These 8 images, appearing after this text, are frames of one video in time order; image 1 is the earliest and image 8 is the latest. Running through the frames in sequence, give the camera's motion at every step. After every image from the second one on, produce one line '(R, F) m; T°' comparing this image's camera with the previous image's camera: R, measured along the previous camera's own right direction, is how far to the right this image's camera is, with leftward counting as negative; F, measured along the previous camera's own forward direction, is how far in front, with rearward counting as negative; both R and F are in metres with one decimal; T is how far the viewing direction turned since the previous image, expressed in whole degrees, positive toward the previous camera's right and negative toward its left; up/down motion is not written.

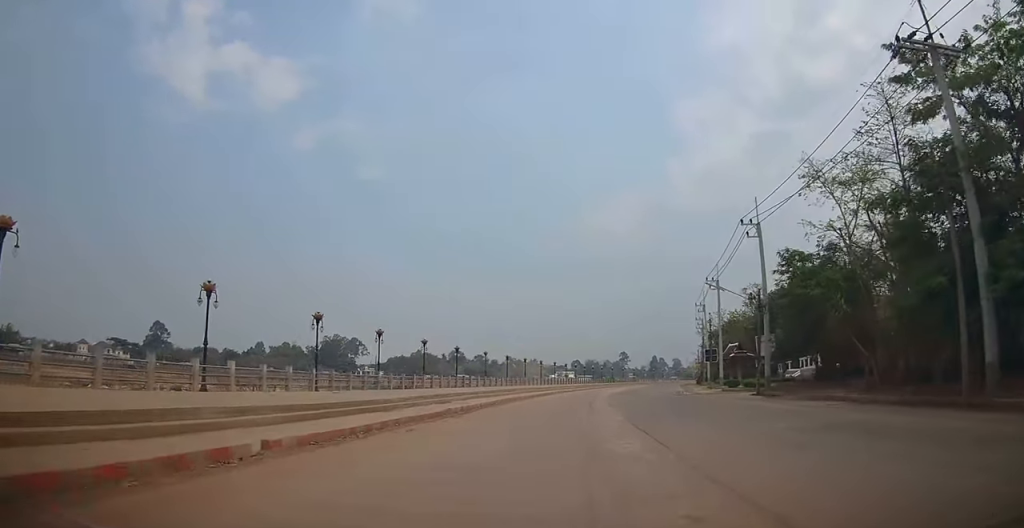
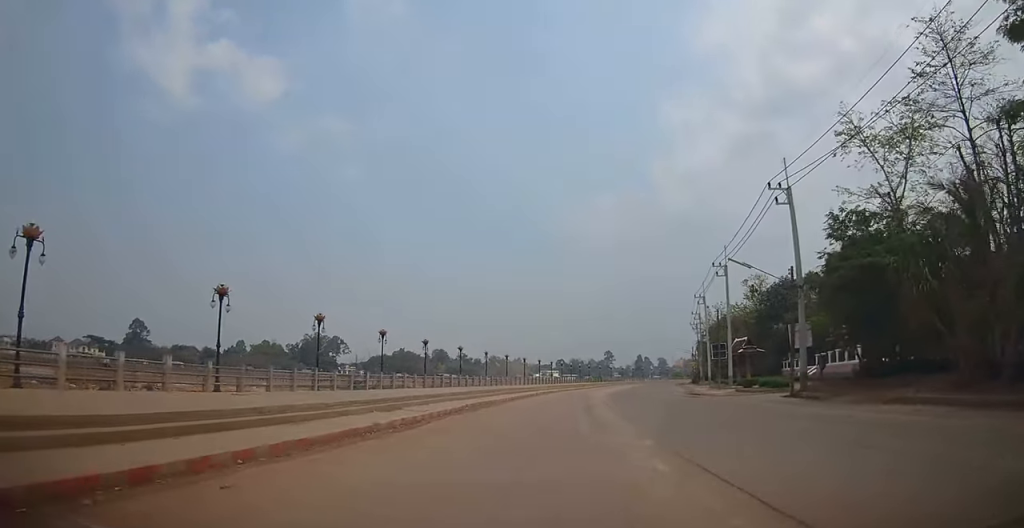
(-0.5, +7.1) m; 0°
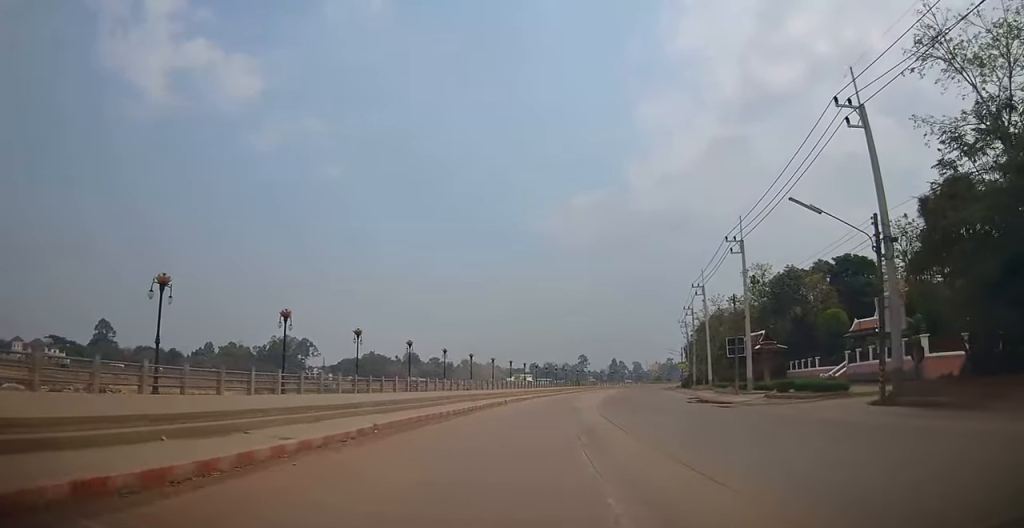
(+0.8, +10.4) m; +4°
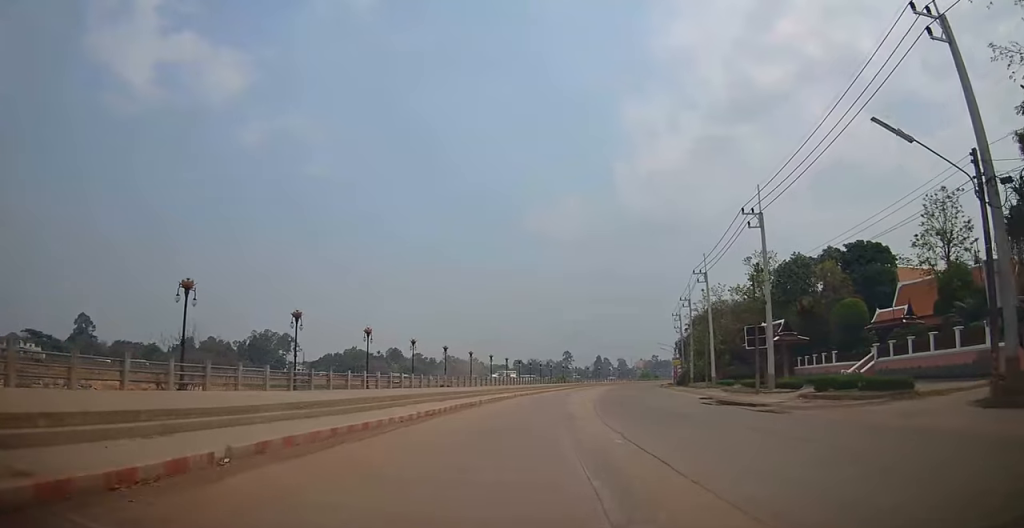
(0.0, +6.5) m; 0°
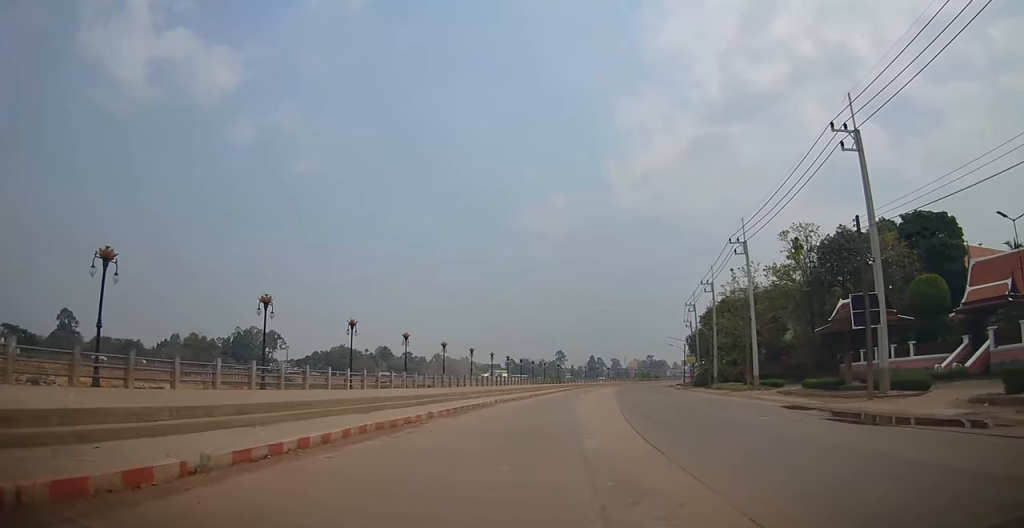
(-0.1, +12.5) m; 0°
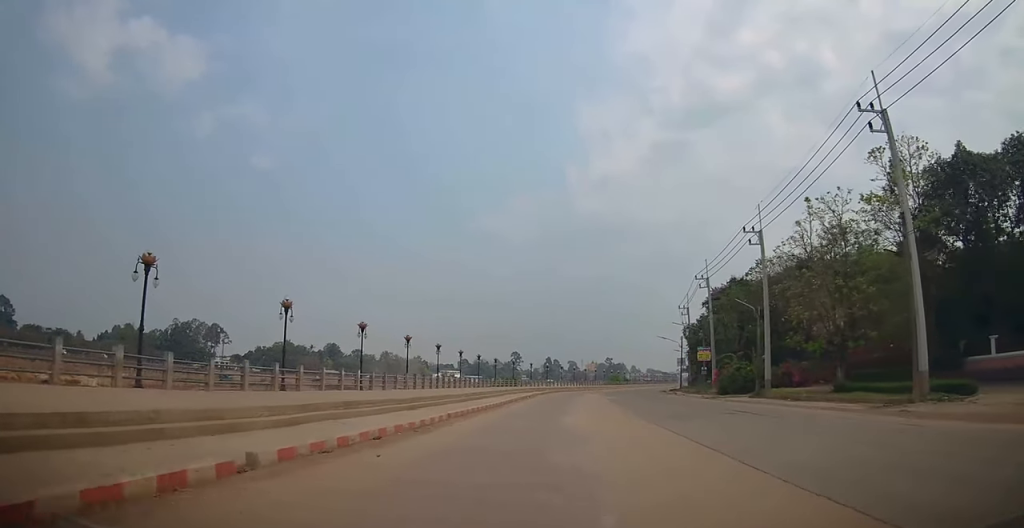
(+0.1, +21.9) m; +5°
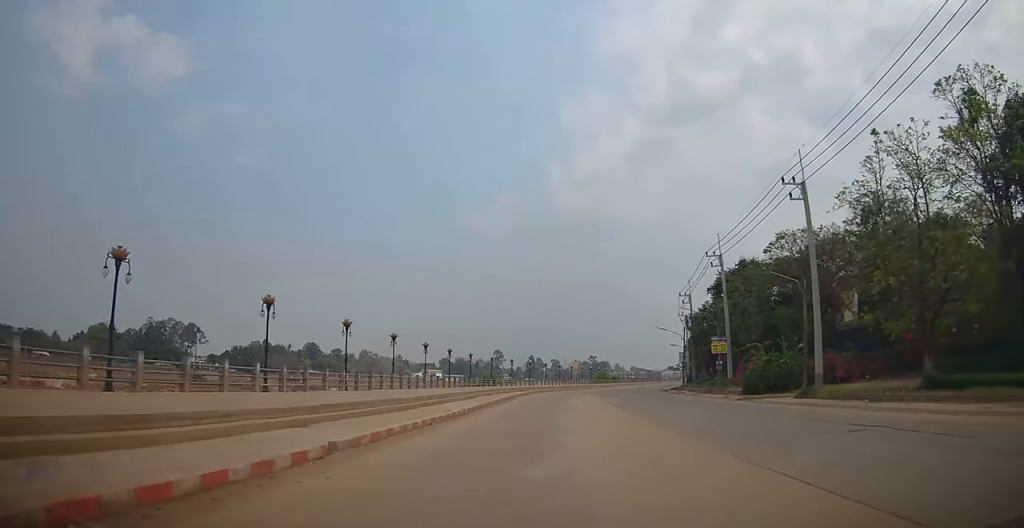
(+0.6, +8.8) m; 0°
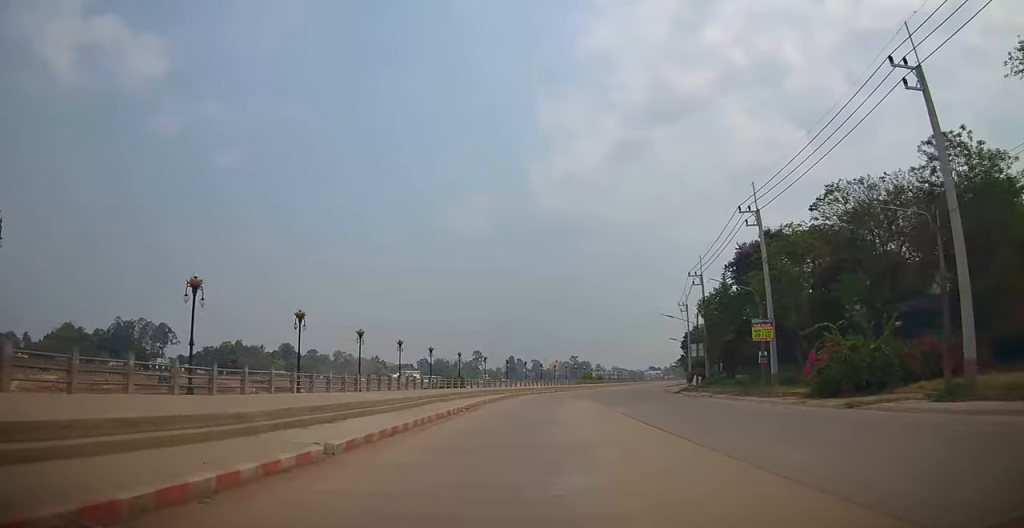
(-0.6, +11.8) m; 0°
